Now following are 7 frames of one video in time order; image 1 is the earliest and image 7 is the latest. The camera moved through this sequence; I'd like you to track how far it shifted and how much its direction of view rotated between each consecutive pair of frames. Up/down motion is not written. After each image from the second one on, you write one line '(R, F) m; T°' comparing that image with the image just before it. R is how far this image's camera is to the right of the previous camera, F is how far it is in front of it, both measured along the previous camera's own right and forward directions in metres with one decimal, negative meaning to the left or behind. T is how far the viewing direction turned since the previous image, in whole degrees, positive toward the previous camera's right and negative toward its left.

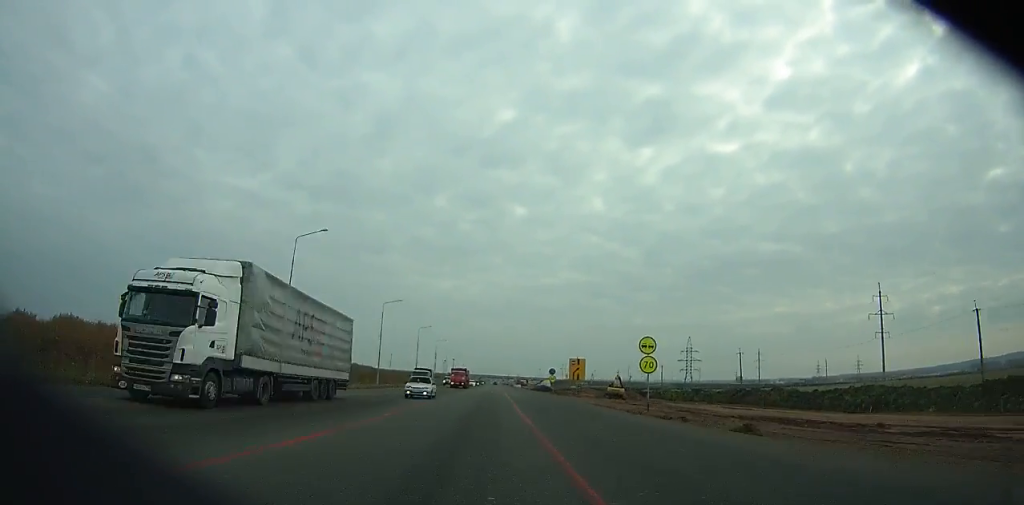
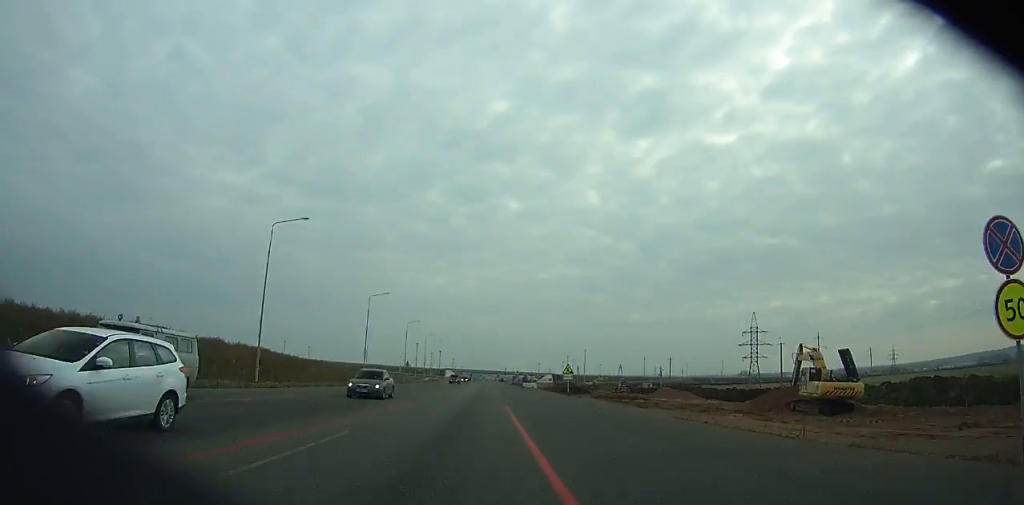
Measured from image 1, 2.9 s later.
(+0.1, +71.8) m; 0°
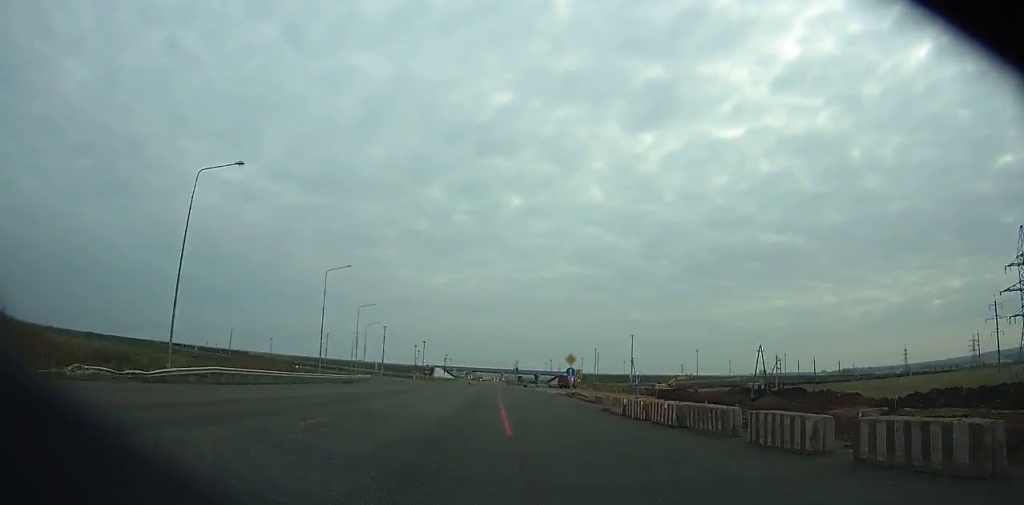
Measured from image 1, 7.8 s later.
(+0.2, +111.5) m; 0°
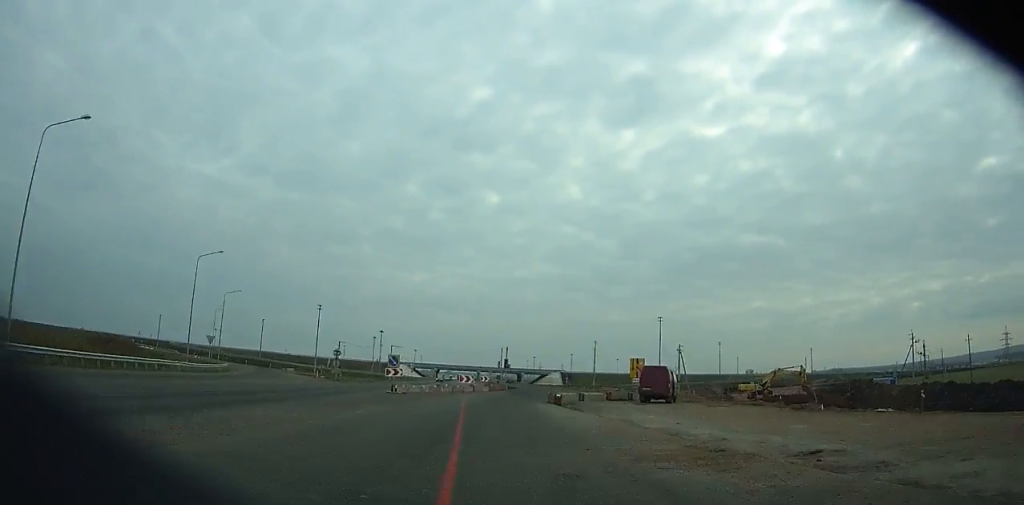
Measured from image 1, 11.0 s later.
(0.0, +66.4) m; +2°
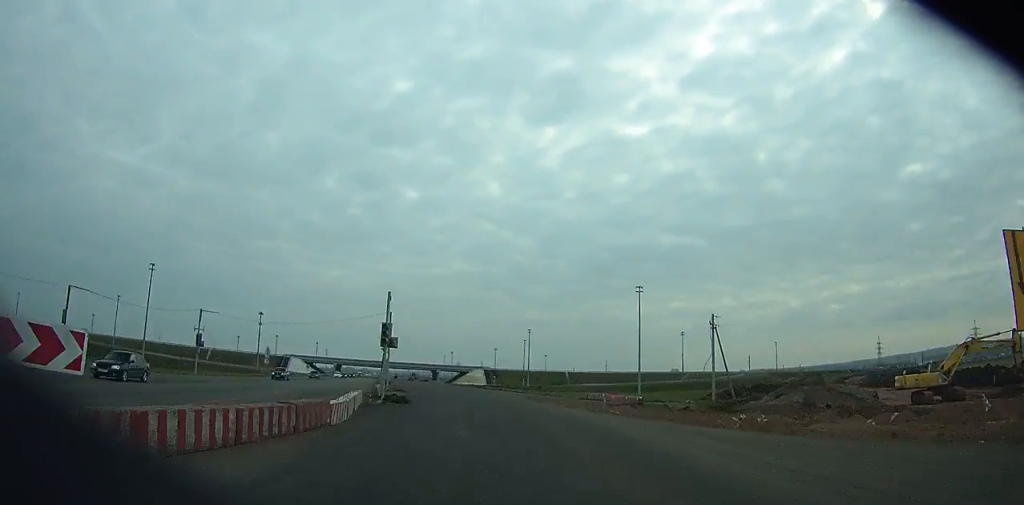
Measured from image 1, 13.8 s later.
(+1.6, +55.1) m; +3°
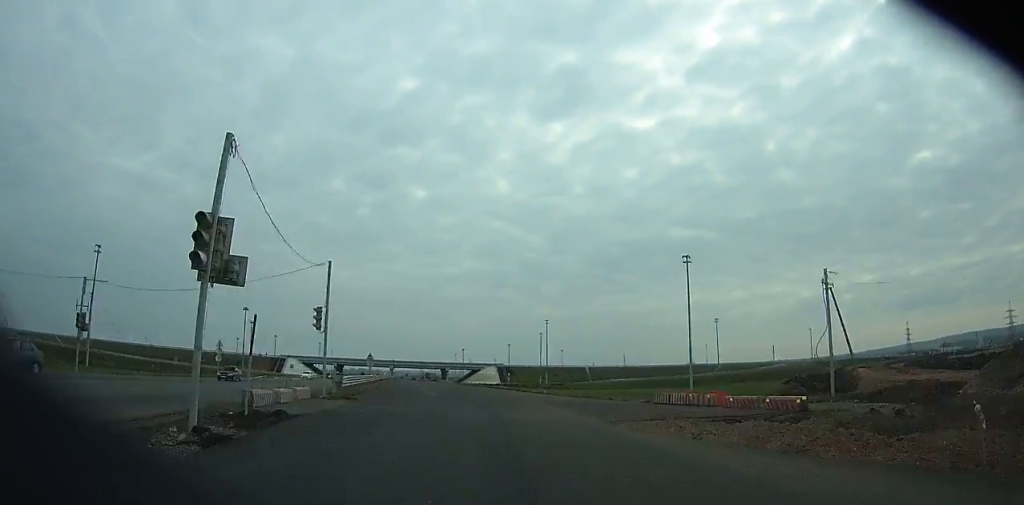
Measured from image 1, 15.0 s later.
(+0.2, +23.3) m; +1°
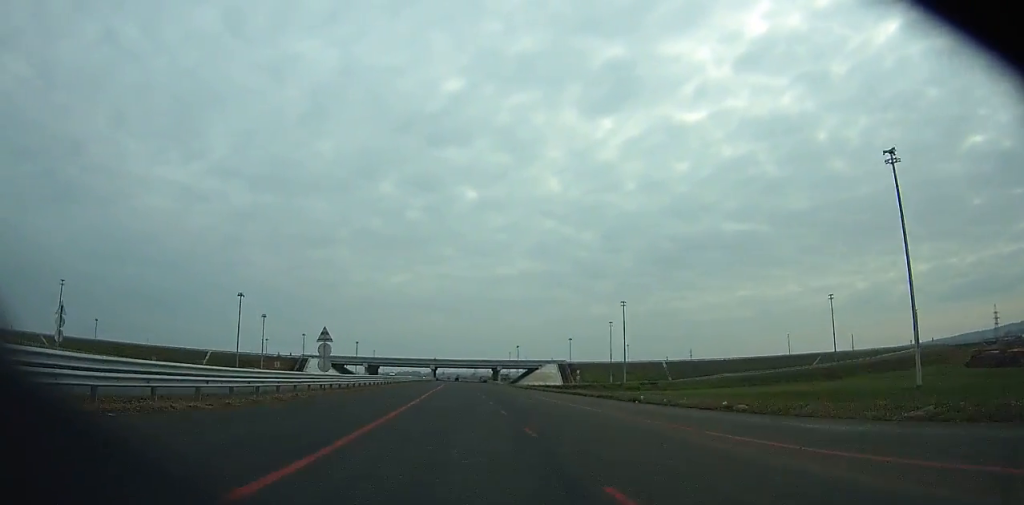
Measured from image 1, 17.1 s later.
(+1.1, +40.5) m; -1°
